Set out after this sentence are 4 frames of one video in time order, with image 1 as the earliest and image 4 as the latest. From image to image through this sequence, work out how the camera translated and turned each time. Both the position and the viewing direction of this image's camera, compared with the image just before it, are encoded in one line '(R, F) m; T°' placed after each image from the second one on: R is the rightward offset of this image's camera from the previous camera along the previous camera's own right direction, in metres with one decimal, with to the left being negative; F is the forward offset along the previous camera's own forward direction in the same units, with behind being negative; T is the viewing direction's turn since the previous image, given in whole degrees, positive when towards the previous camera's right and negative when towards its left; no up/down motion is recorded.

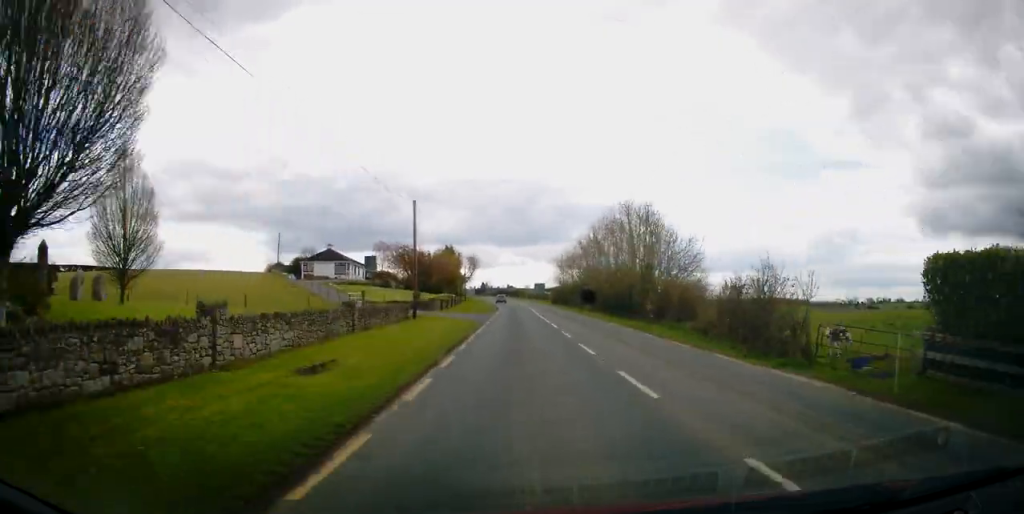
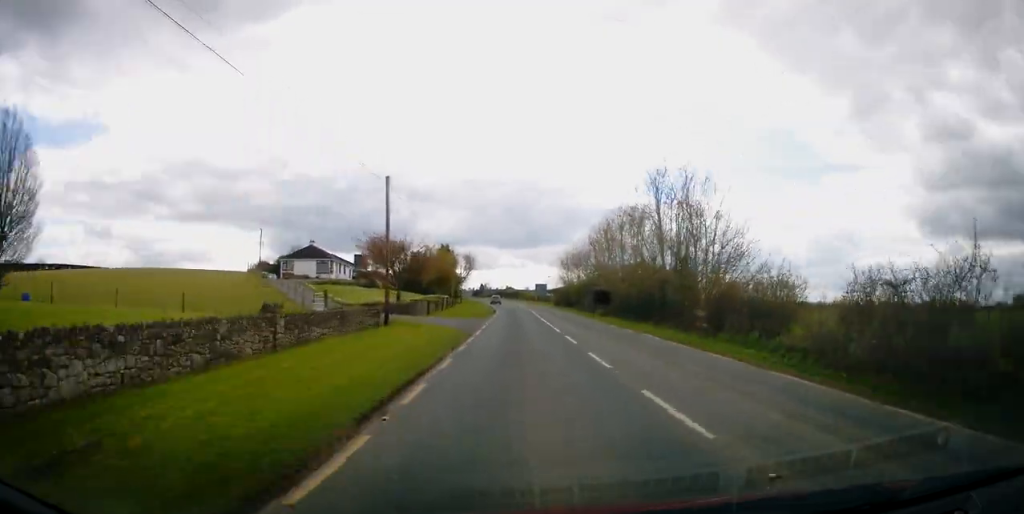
(0.0, +7.9) m; 0°
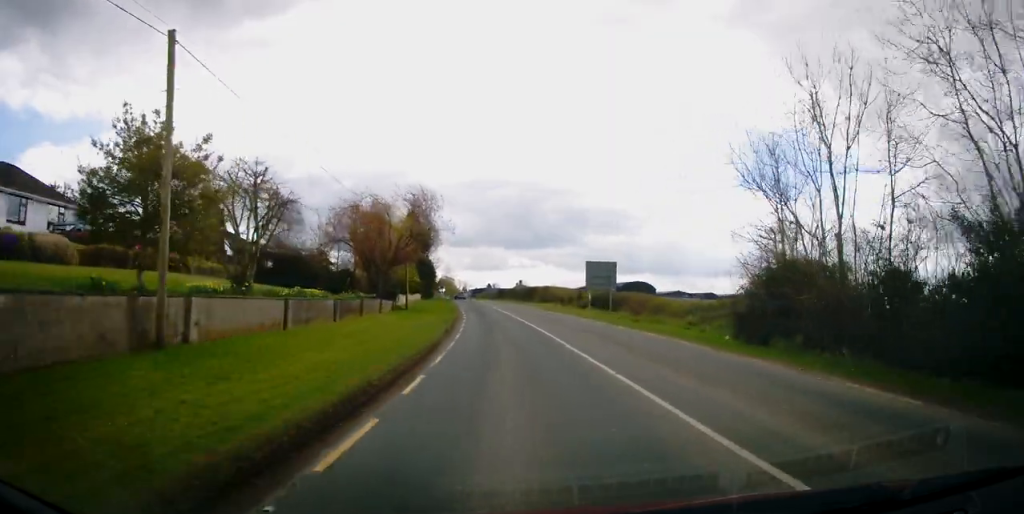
(-0.1, +61.6) m; -1°
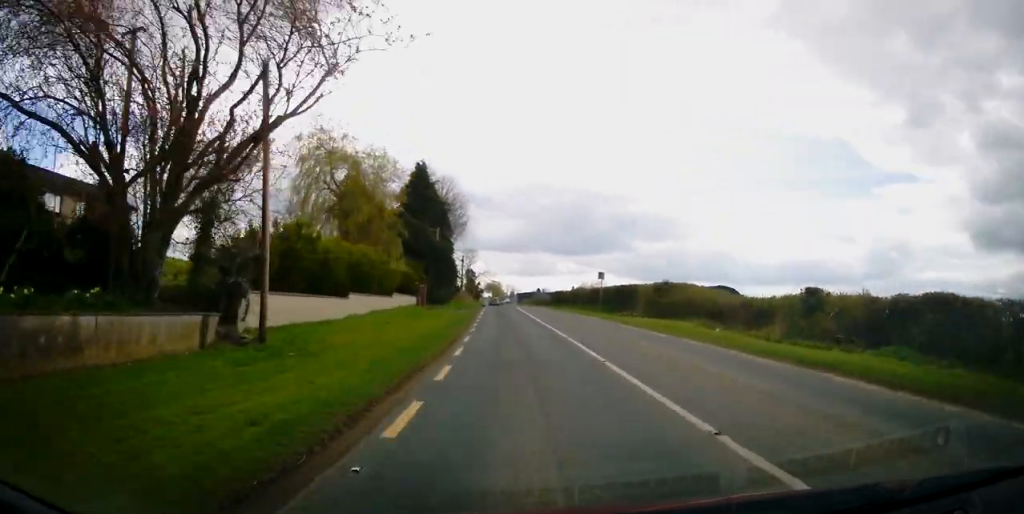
(-1.1, +34.7) m; -4°
